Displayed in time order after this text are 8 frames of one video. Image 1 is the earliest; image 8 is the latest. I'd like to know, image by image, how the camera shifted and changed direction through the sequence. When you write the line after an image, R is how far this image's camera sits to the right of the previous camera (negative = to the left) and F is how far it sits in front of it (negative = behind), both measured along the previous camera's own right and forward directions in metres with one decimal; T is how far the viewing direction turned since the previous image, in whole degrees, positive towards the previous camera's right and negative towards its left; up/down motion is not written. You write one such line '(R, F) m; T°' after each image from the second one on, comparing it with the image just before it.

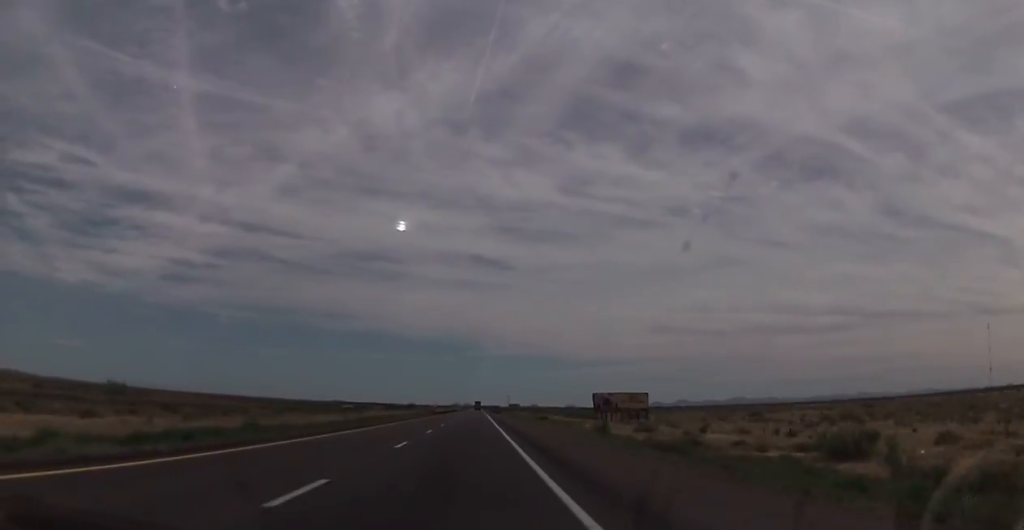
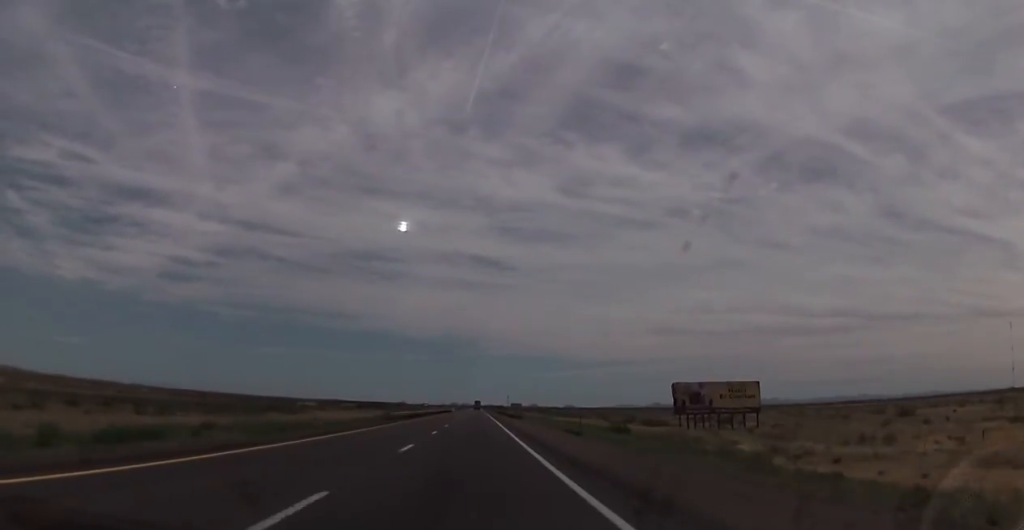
(0.0, +61.9) m; 0°
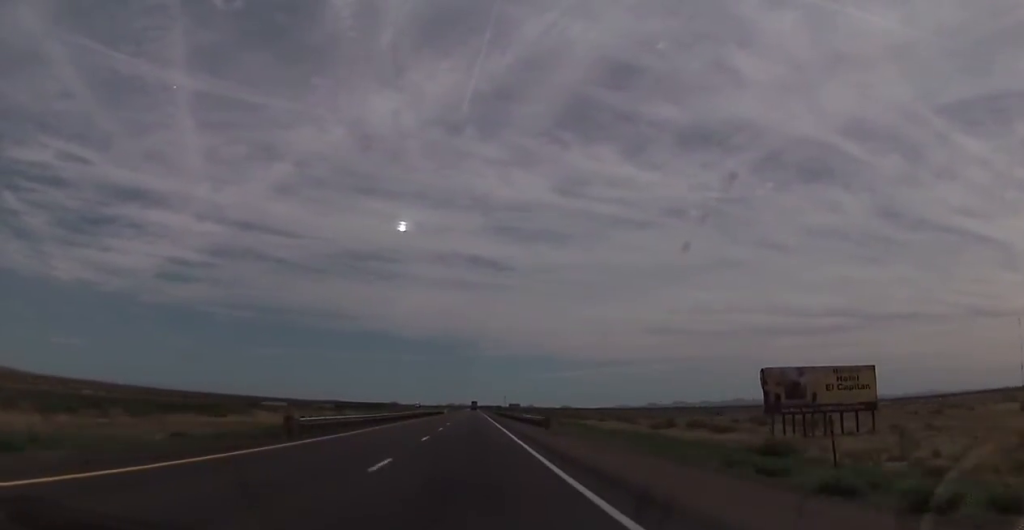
(0.0, +29.4) m; 0°
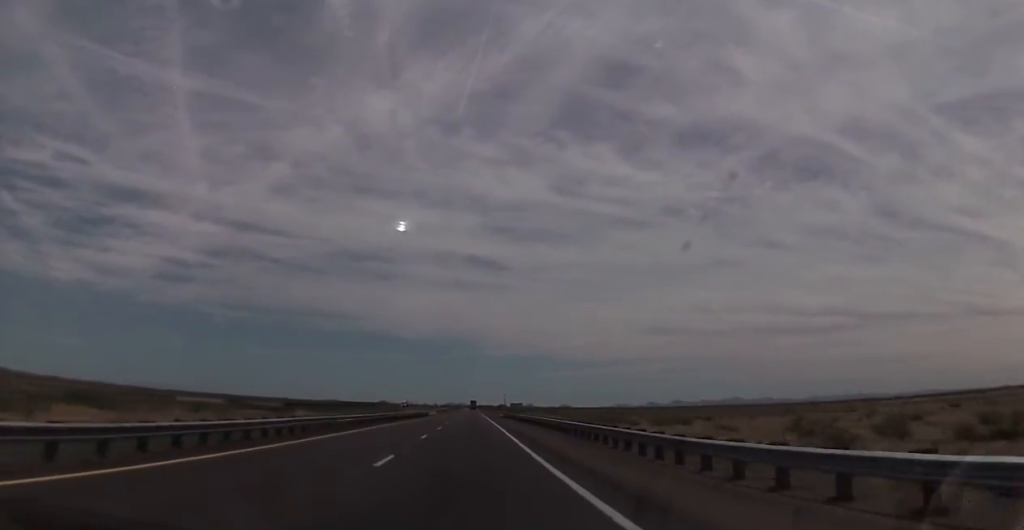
(+0.1, +46.4) m; 0°
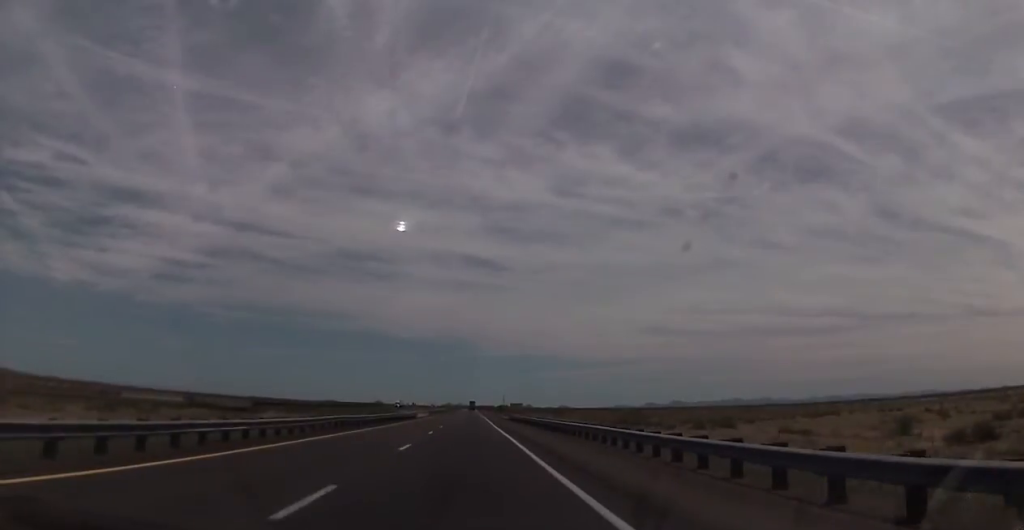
(-0.1, +18.4) m; 0°
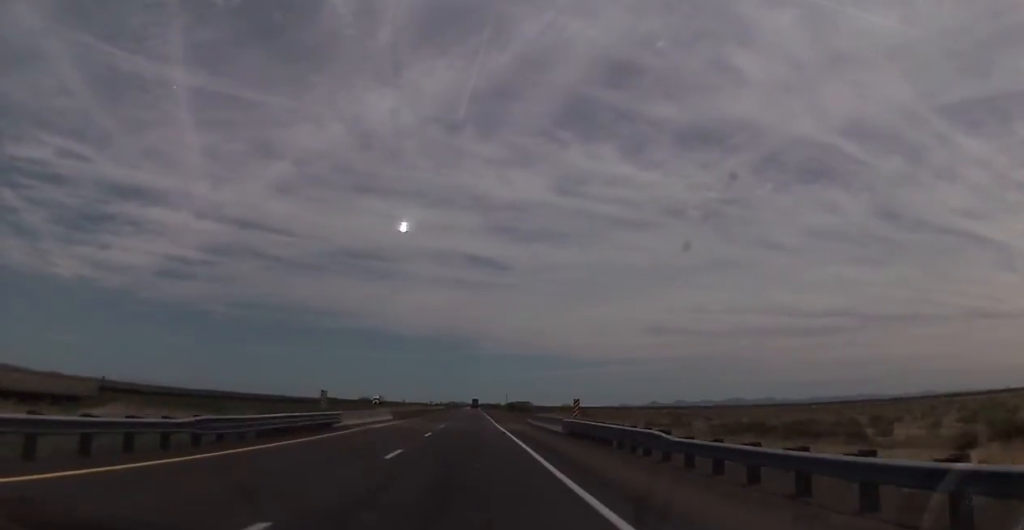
(+0.2, +49.2) m; 0°
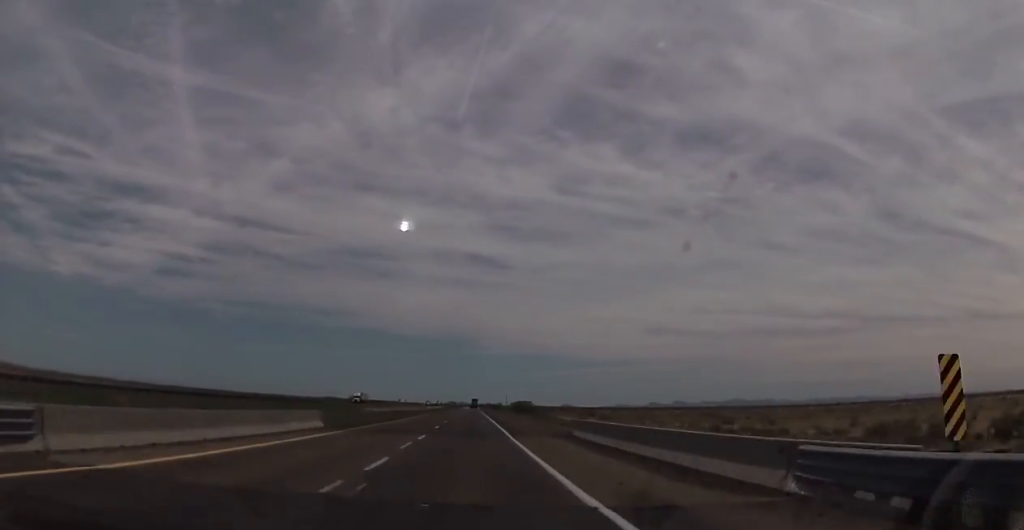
(0.0, +25.1) m; 0°
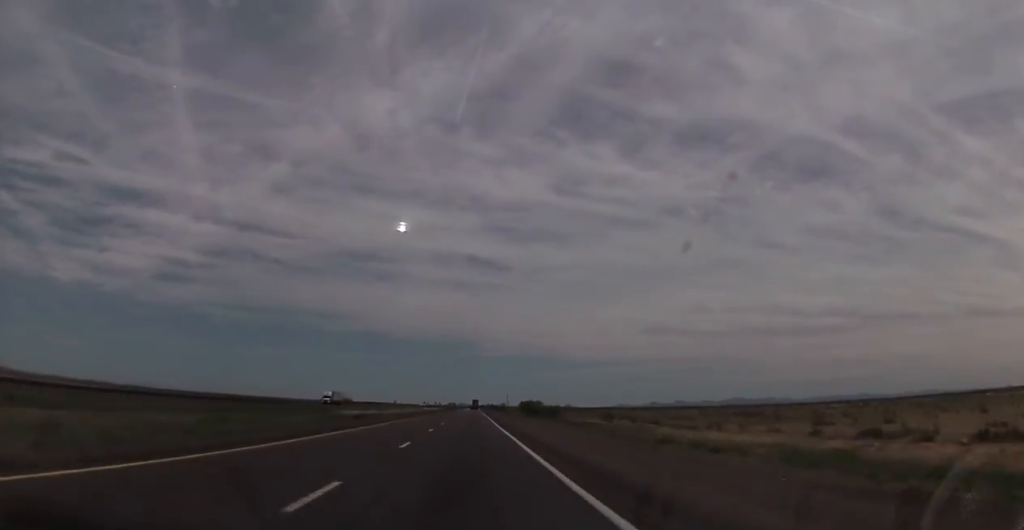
(-0.2, +27.2) m; -1°
